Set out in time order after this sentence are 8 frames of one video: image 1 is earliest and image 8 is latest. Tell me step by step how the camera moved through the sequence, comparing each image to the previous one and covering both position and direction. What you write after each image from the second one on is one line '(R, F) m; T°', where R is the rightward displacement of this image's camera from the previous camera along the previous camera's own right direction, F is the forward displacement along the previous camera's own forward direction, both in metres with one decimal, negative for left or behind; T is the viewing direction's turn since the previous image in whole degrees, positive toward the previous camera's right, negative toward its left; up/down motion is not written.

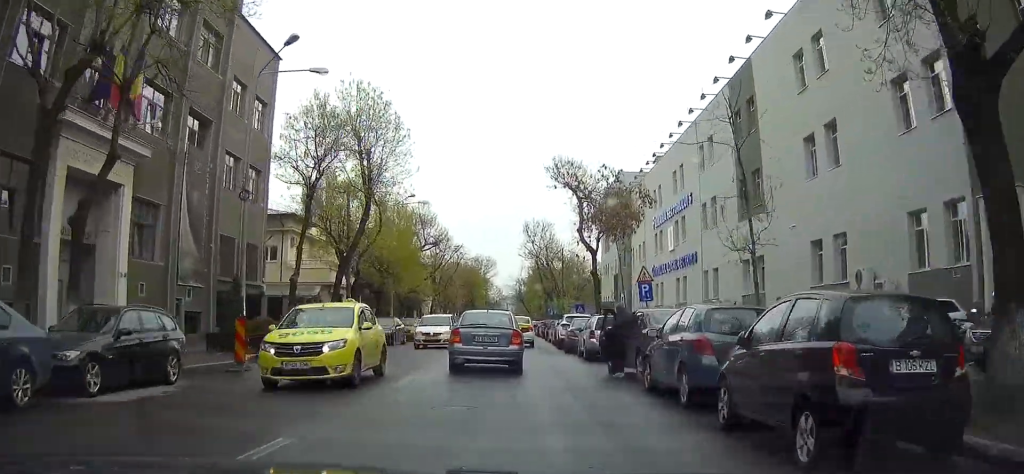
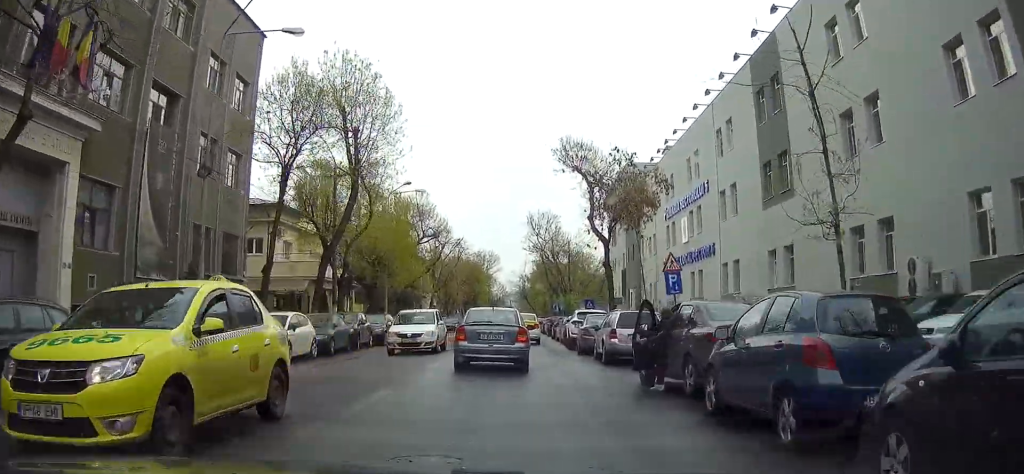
(-0.1, +3.7) m; -2°
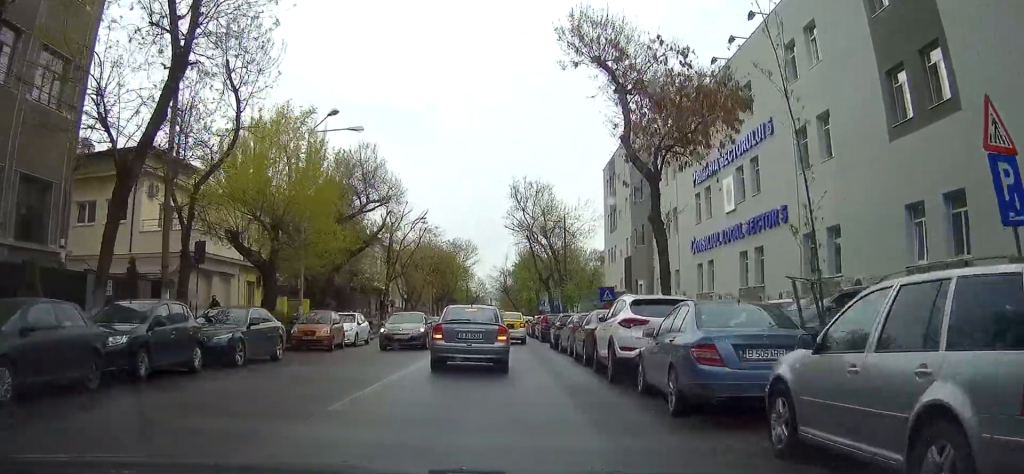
(-0.4, +16.4) m; -1°
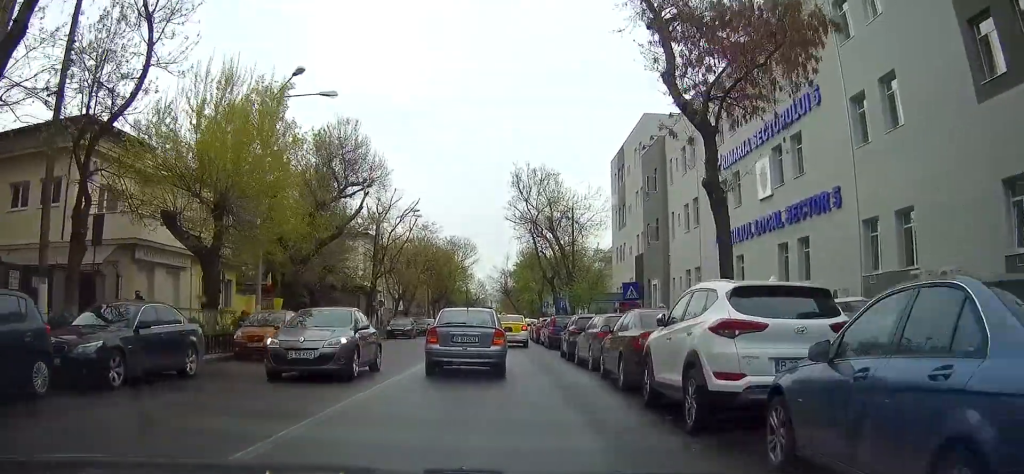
(0.0, +5.9) m; +1°
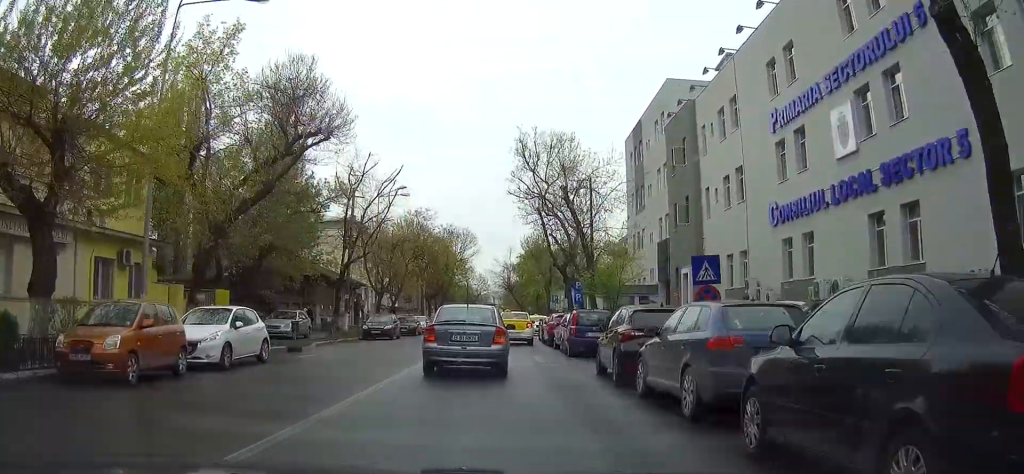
(+0.1, +9.2) m; +4°
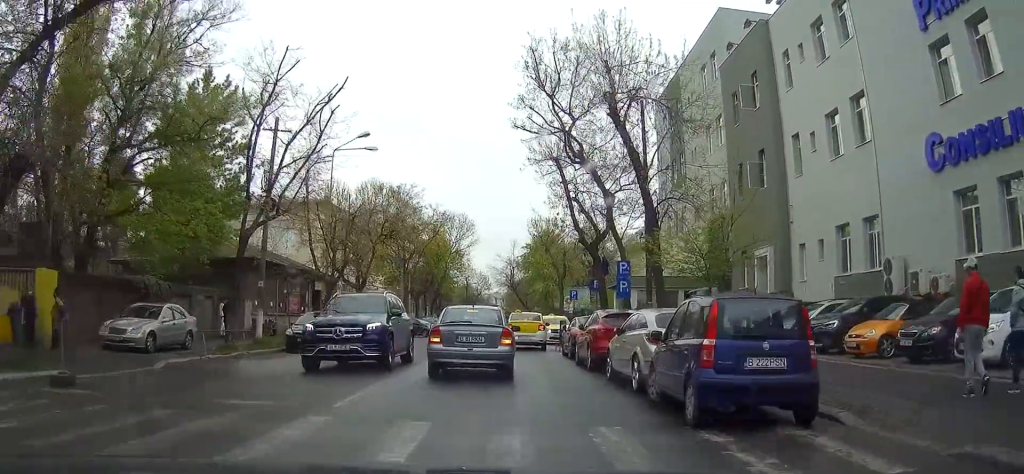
(+1.6, +14.7) m; +7°
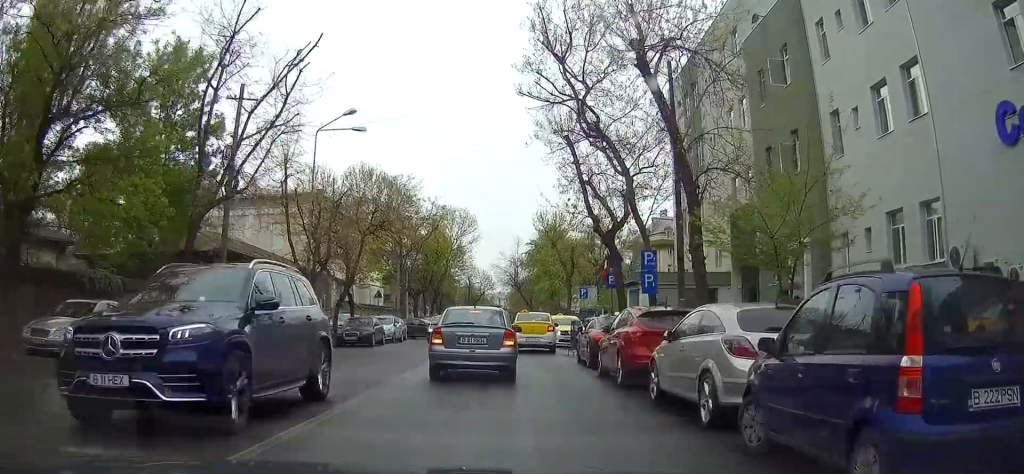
(-0.1, +4.1) m; -4°
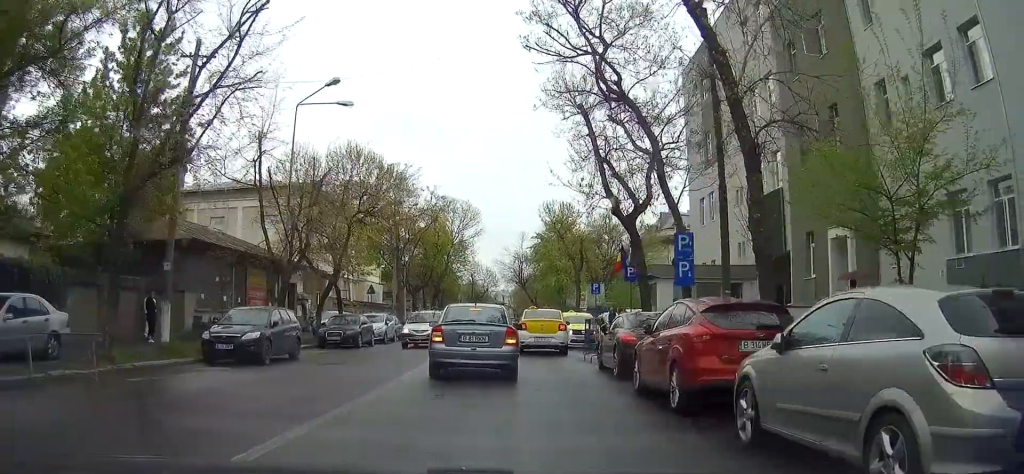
(-0.2, +3.9) m; -3°
